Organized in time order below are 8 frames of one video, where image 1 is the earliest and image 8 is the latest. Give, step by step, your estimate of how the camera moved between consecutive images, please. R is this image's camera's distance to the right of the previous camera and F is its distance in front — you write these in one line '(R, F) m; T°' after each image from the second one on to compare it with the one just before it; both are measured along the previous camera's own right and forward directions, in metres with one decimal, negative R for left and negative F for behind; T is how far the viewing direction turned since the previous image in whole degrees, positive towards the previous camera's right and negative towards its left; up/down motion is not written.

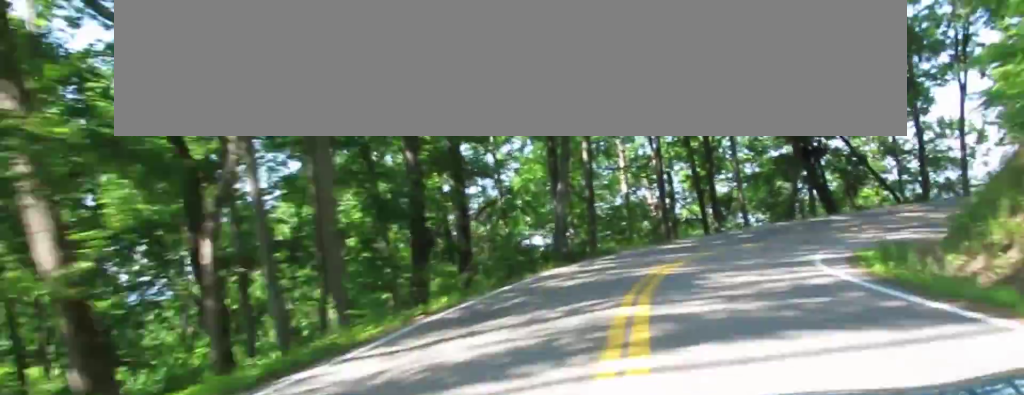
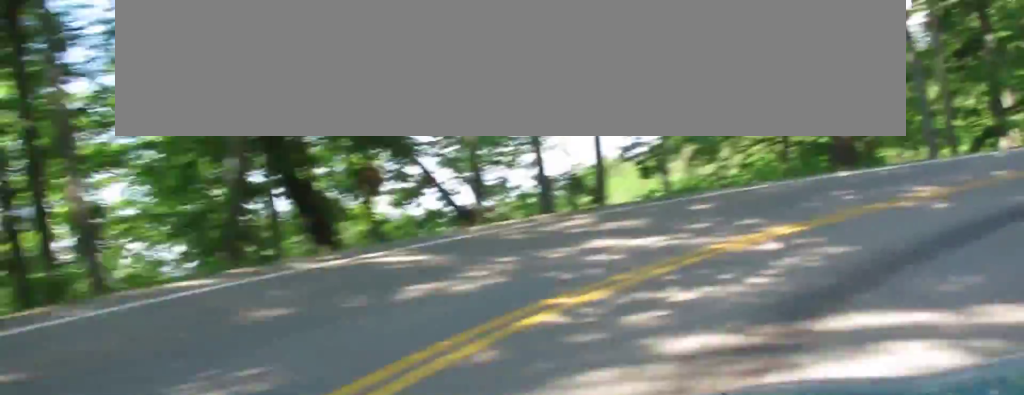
(+12.3, +45.8) m; +51°
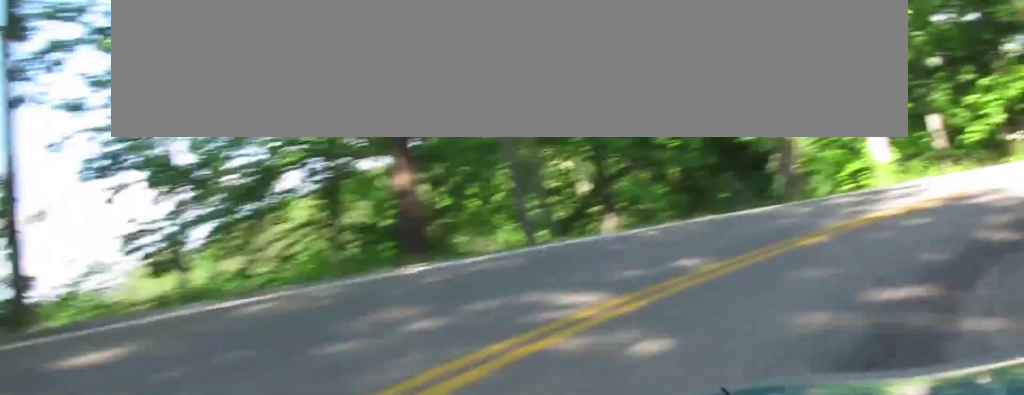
(+3.0, +7.9) m; +34°
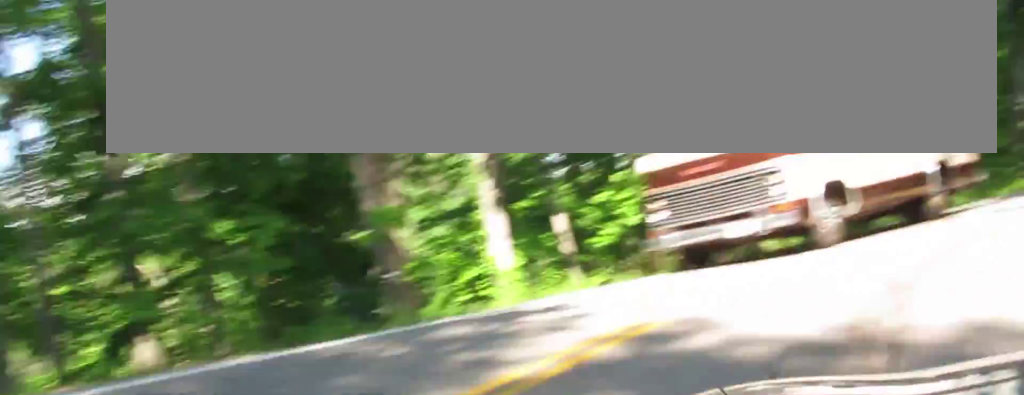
(+5.2, +6.5) m; +26°
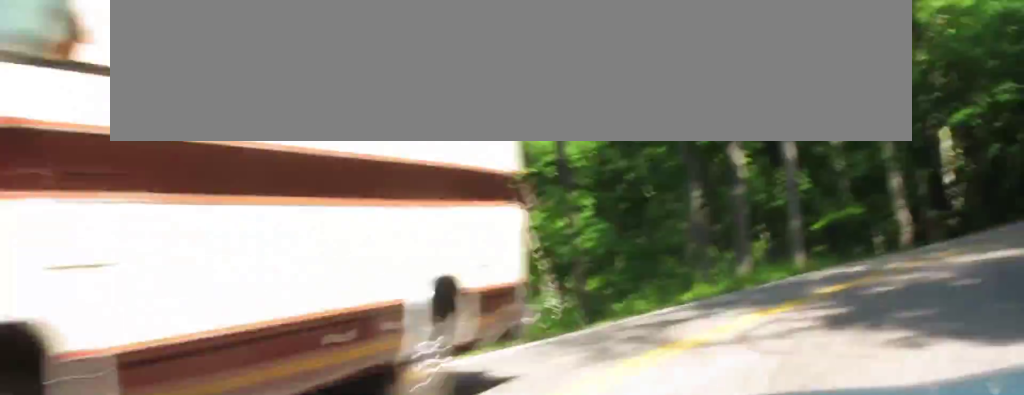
(+1.1, +8.0) m; +12°
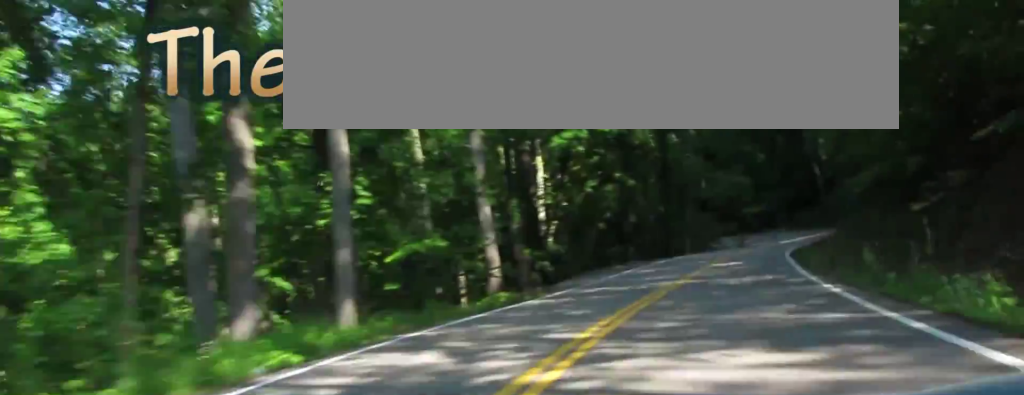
(0.0, +13.8) m; +7°
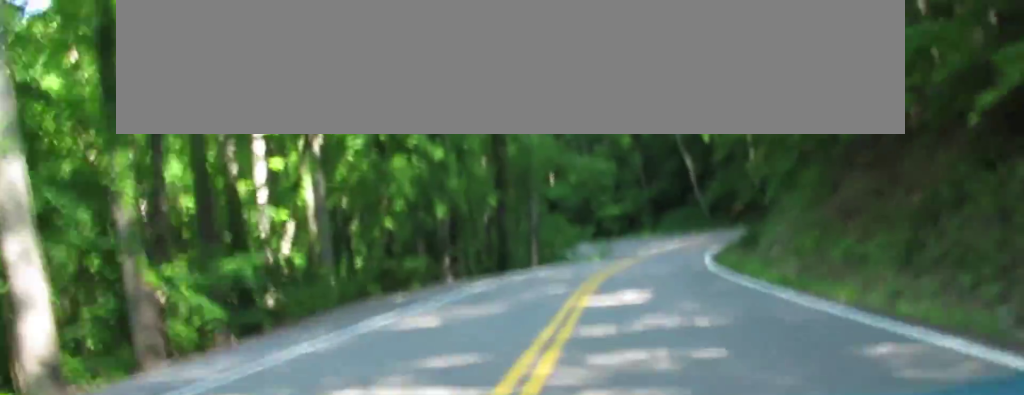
(+2.3, +21.0) m; +4°
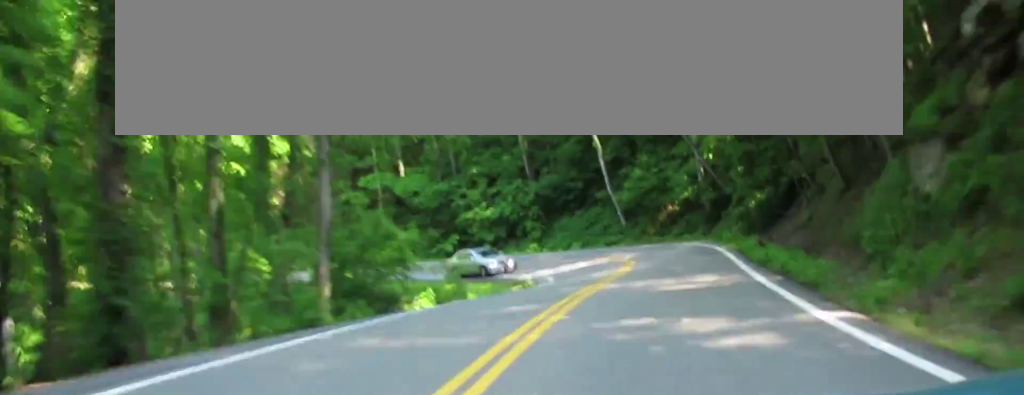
(+0.7, +27.3) m; +4°
